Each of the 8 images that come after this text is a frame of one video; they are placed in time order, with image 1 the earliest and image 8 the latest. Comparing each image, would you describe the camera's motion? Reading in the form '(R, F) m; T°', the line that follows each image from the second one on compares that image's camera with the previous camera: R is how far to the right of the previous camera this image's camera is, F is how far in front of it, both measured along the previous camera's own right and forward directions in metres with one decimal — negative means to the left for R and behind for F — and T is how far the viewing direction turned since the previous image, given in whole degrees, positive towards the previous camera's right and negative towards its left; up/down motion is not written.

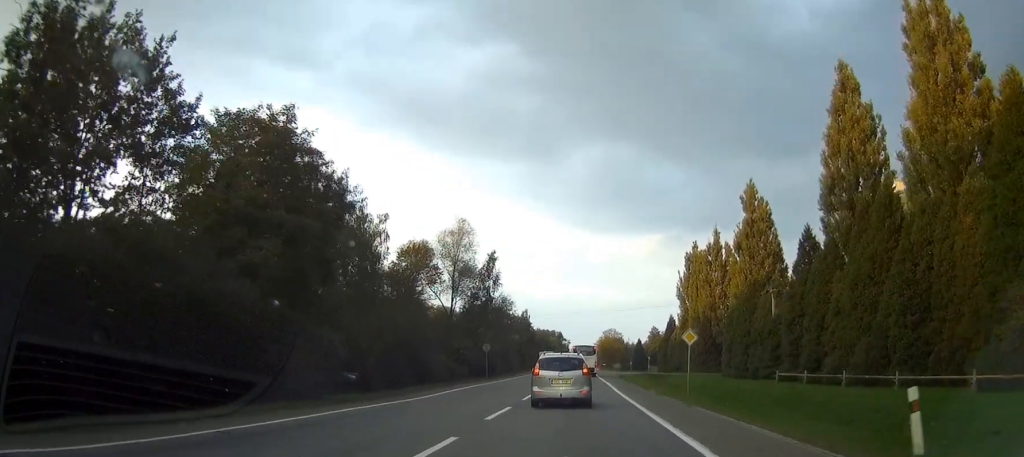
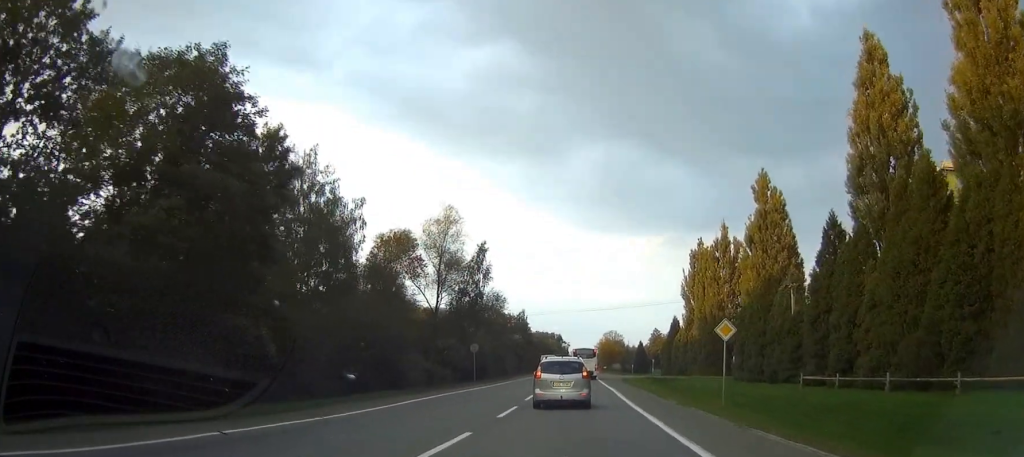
(-0.1, +7.7) m; +1°
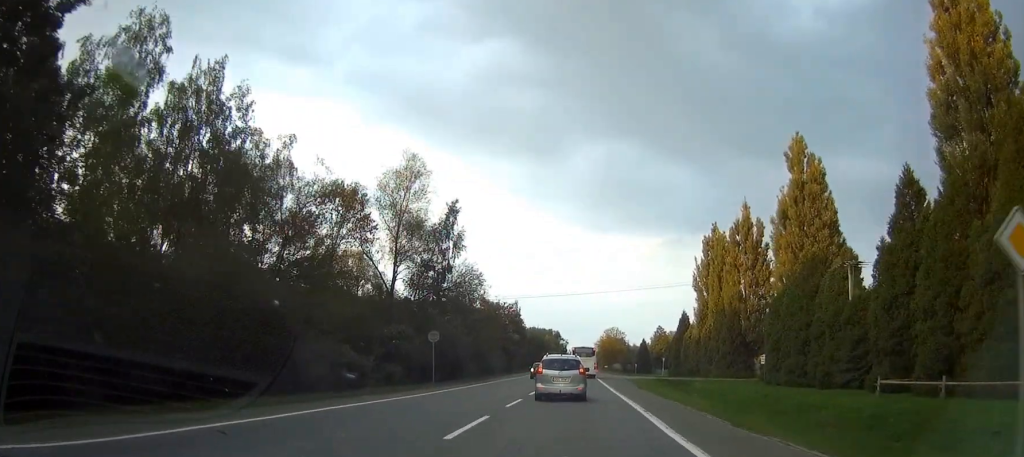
(+0.4, +16.2) m; +1°
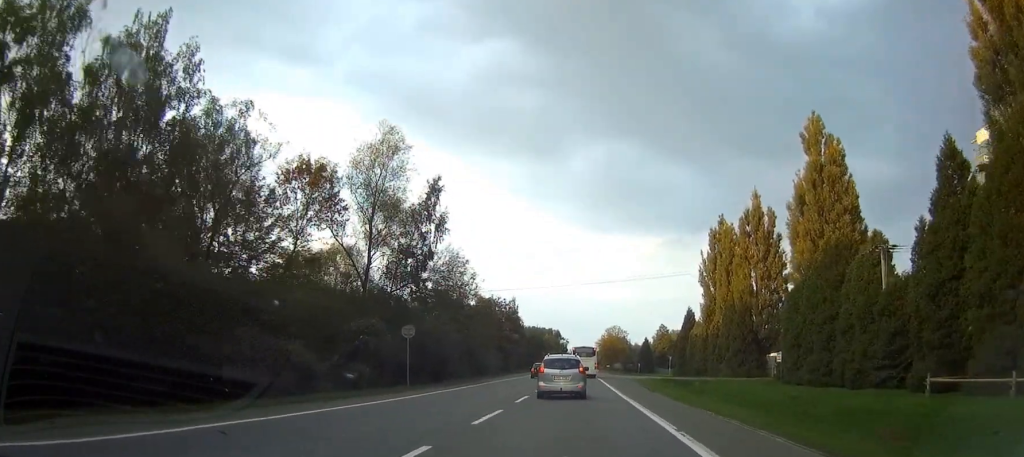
(-0.1, +6.7) m; -1°
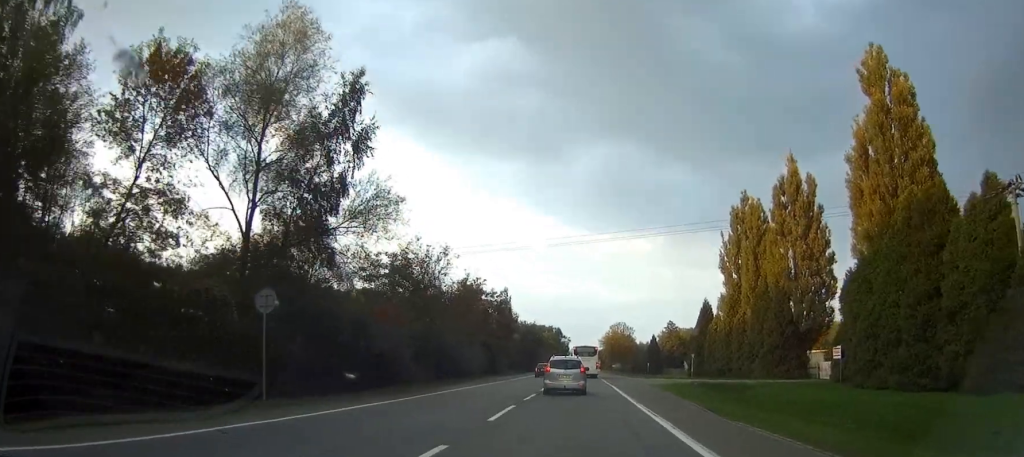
(-0.2, +18.0) m; -1°
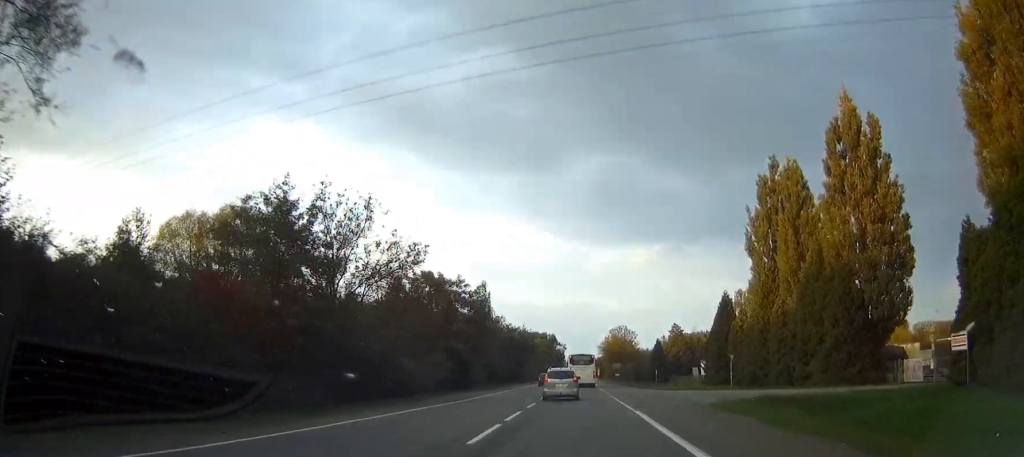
(0.0, +21.6) m; 0°
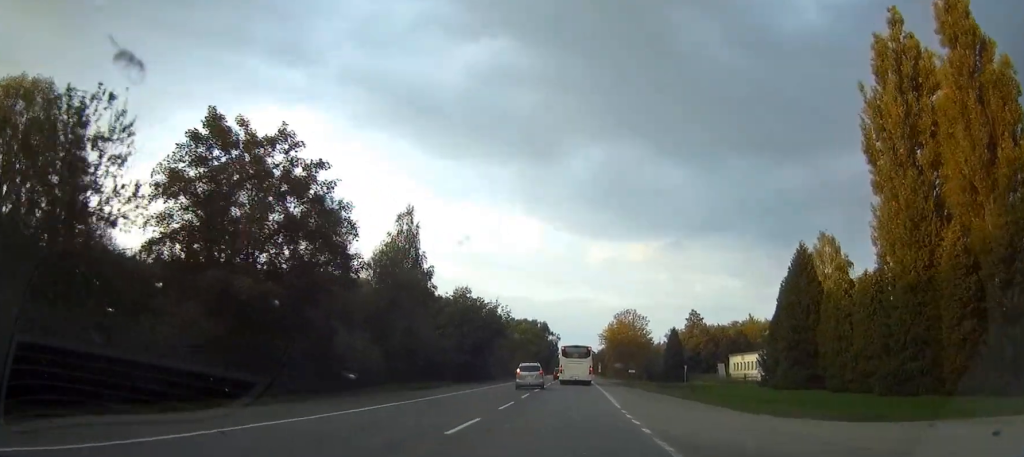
(+0.2, +40.3) m; 0°
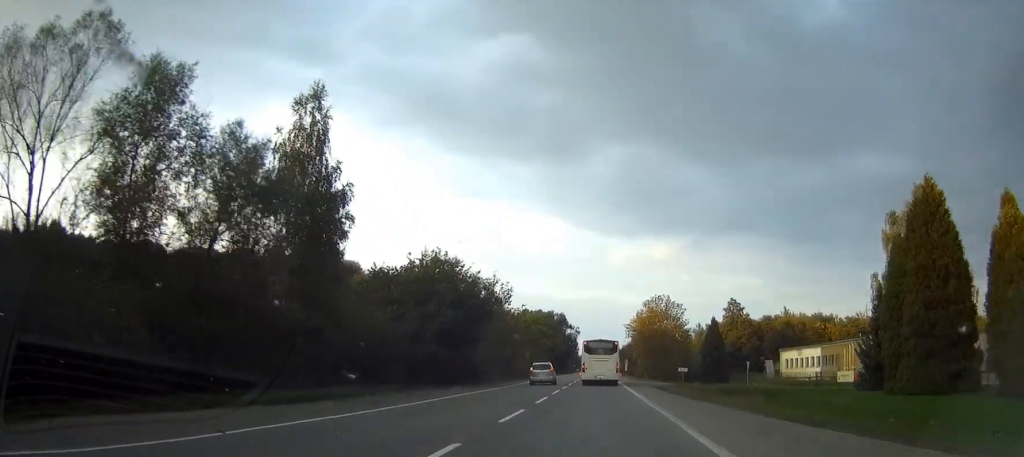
(-0.1, +24.6) m; -1°
